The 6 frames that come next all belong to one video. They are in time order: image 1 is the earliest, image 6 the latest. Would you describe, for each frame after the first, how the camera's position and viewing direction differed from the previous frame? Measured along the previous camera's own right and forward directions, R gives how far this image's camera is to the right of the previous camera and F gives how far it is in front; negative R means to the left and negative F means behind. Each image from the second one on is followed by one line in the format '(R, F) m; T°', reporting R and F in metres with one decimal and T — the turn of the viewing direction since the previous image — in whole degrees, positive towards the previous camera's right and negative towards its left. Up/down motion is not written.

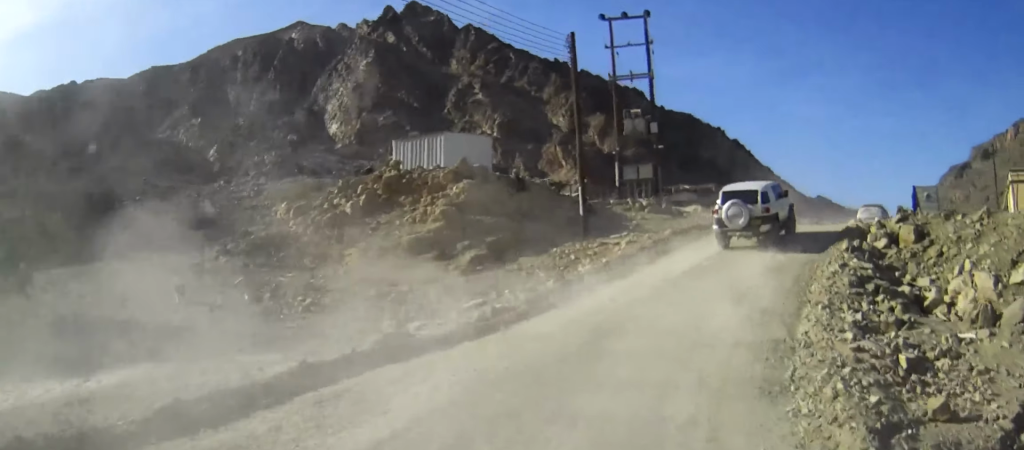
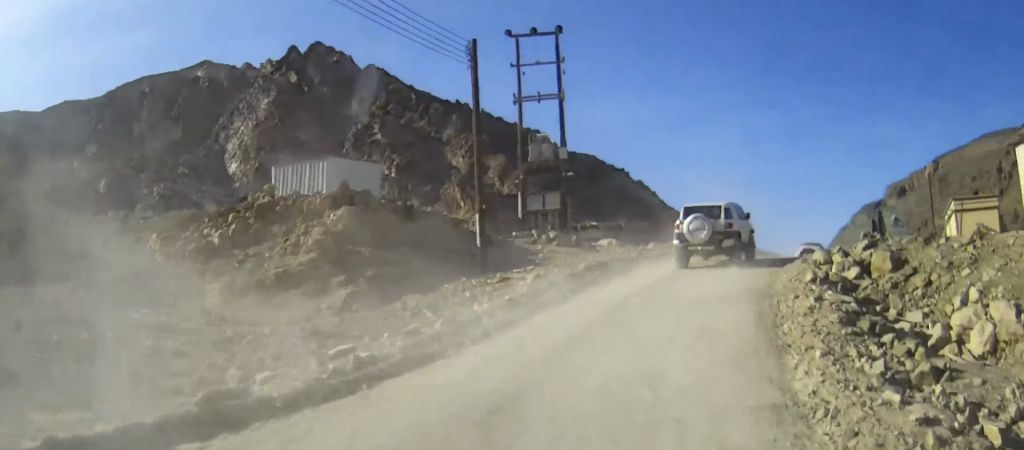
(-0.3, +4.4) m; +6°
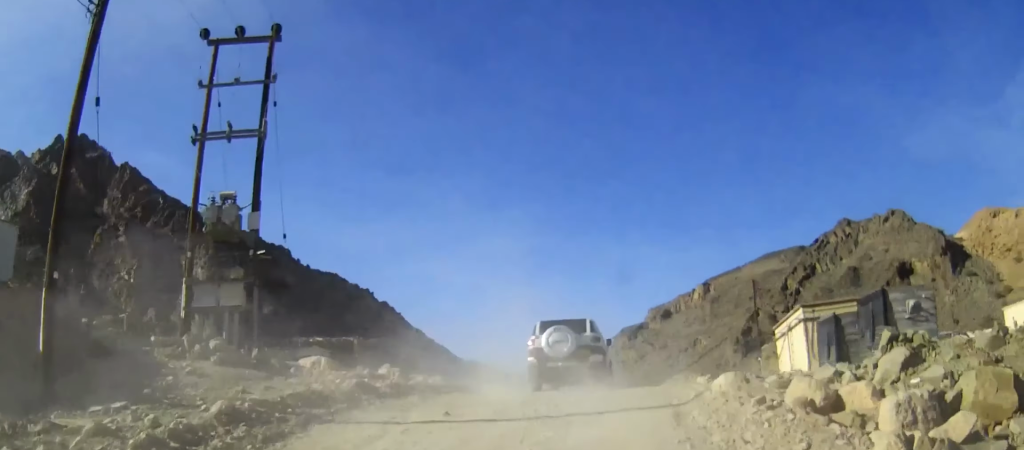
(+2.9, +11.3) m; +21°
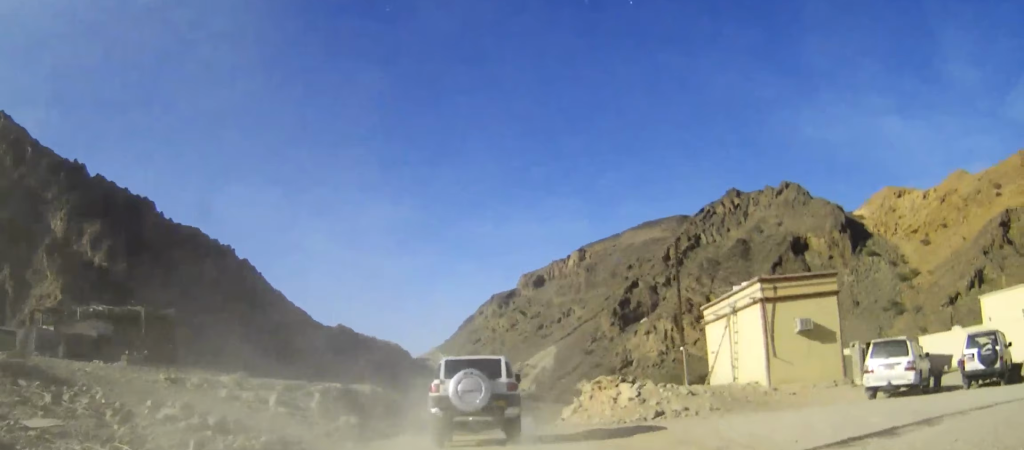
(+1.5, +11.4) m; +11°
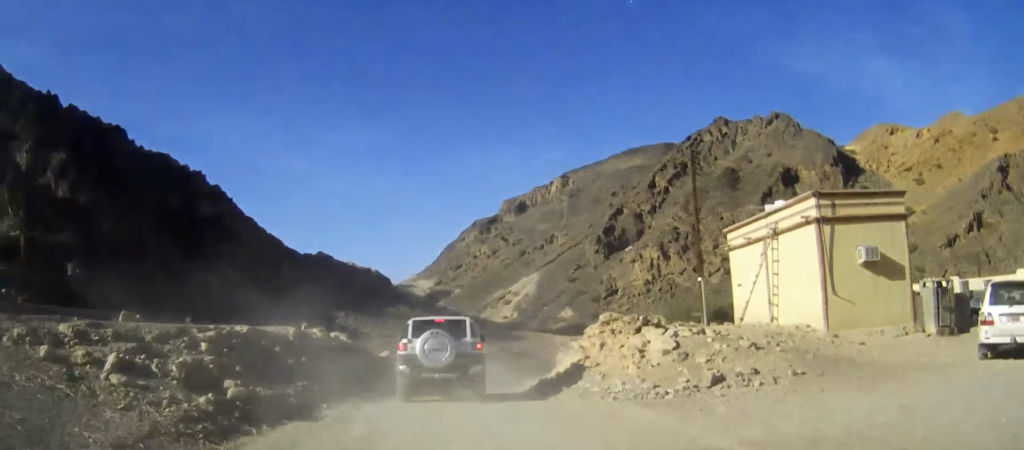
(+0.3, +7.6) m; +3°
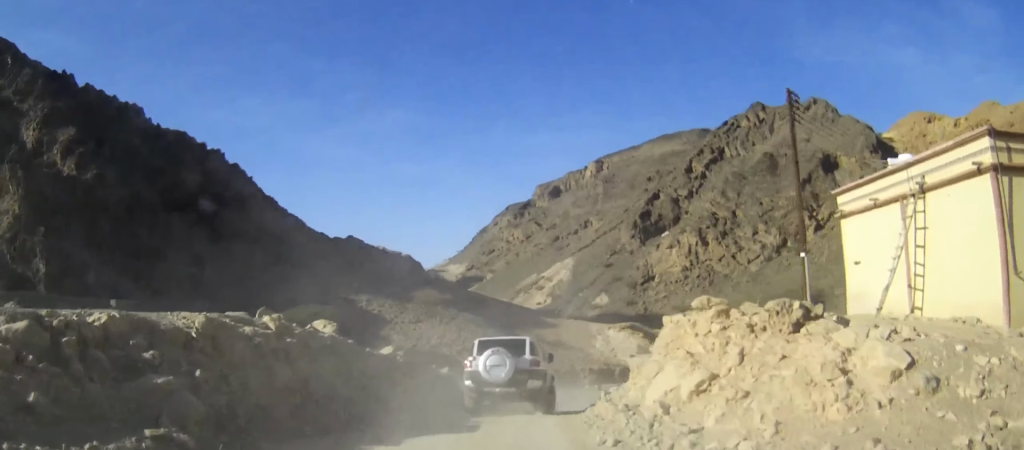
(-0.3, +8.3) m; -3°
